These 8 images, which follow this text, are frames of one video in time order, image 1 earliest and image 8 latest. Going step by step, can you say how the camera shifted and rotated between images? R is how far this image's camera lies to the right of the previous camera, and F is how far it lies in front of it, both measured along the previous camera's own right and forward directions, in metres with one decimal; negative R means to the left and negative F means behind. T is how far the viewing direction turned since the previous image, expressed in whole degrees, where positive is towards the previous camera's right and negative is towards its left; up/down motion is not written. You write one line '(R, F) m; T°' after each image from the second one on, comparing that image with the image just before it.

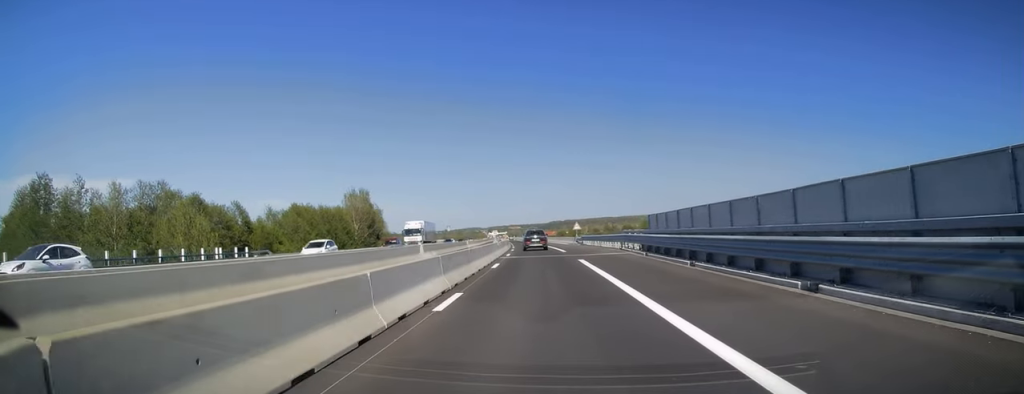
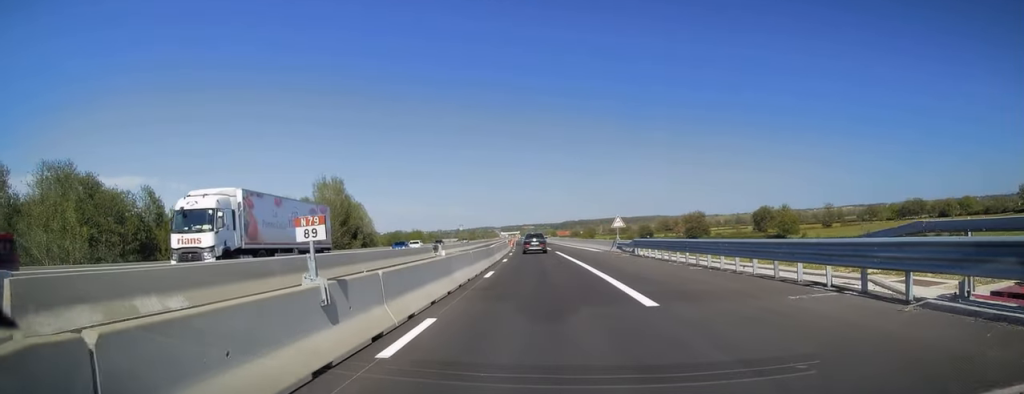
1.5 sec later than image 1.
(-0.5, +29.9) m; -2°
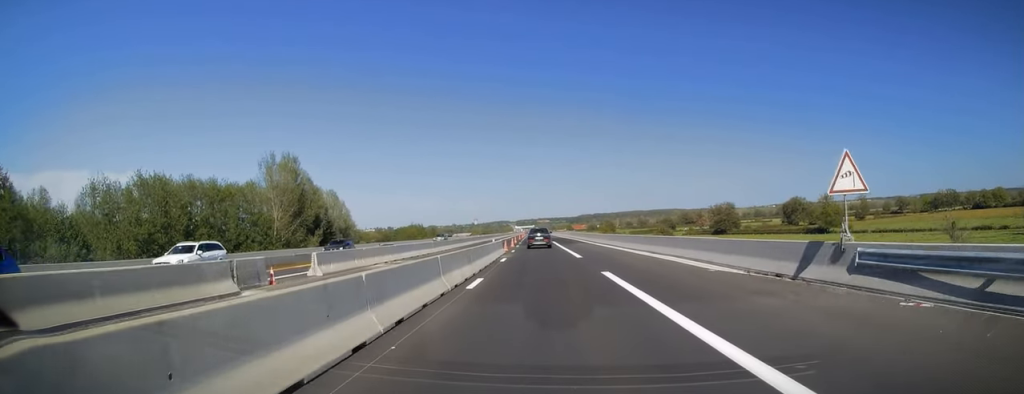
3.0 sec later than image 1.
(-0.1, +31.0) m; -1°
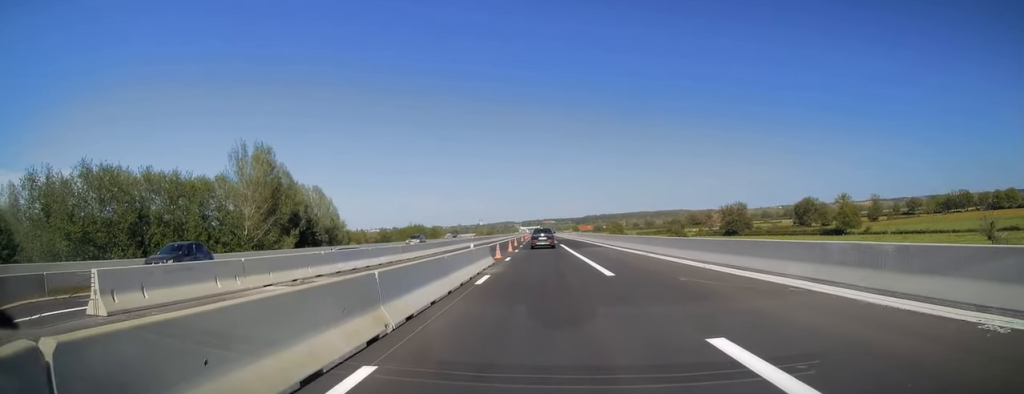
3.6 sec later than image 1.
(+0.1, +11.6) m; -1°
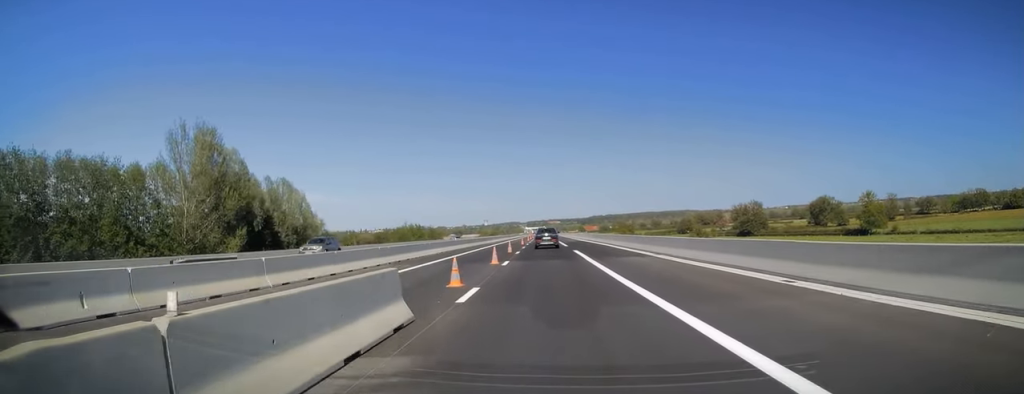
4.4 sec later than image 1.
(-0.3, +17.1) m; 0°
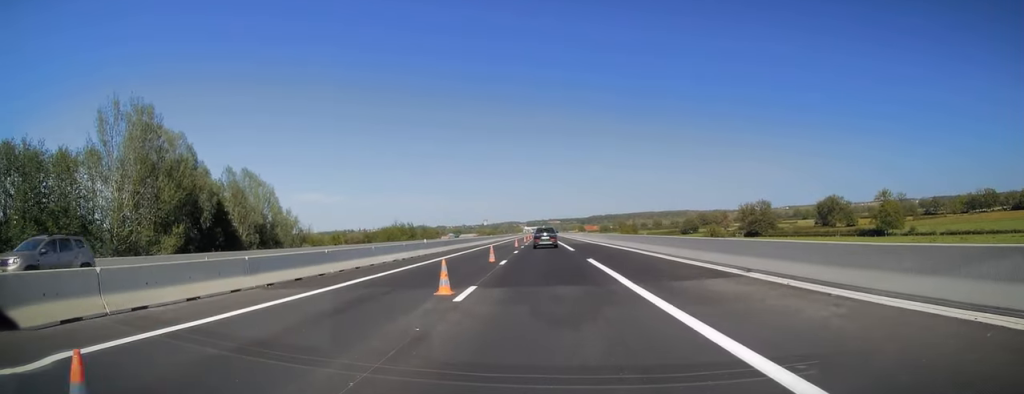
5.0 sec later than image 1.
(+0.1, +13.0) m; 0°
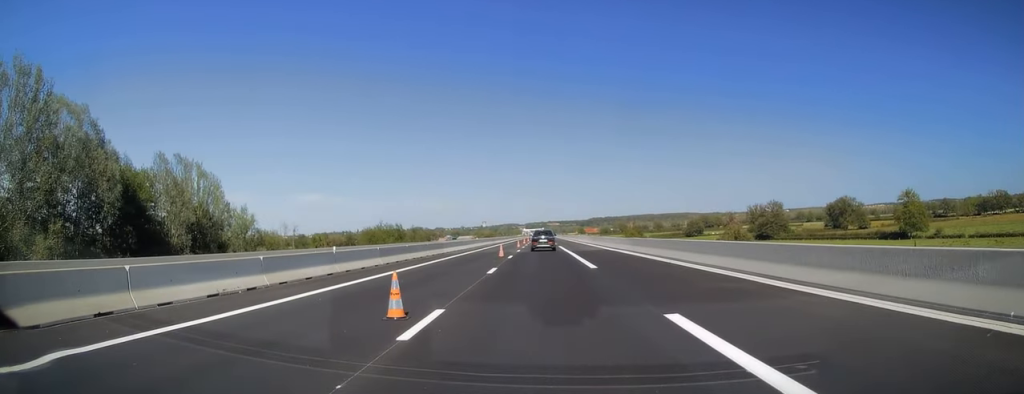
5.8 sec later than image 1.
(+0.2, +17.1) m; 0°
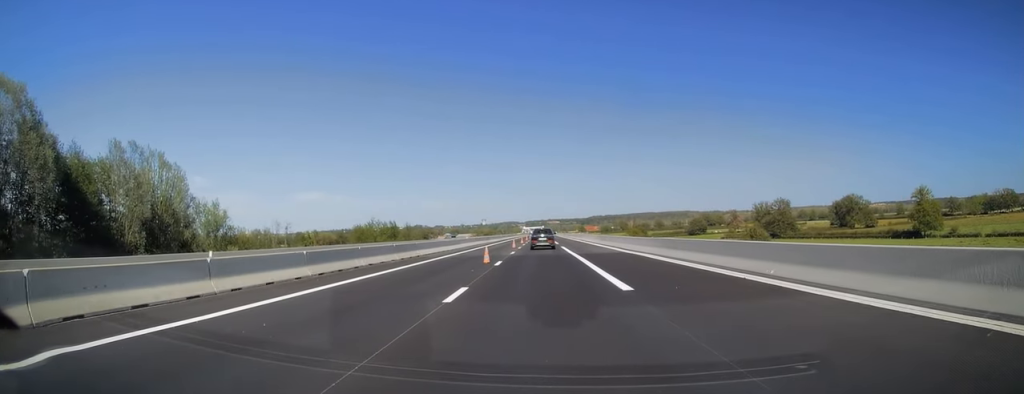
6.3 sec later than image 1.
(-0.2, +8.9) m; 0°
